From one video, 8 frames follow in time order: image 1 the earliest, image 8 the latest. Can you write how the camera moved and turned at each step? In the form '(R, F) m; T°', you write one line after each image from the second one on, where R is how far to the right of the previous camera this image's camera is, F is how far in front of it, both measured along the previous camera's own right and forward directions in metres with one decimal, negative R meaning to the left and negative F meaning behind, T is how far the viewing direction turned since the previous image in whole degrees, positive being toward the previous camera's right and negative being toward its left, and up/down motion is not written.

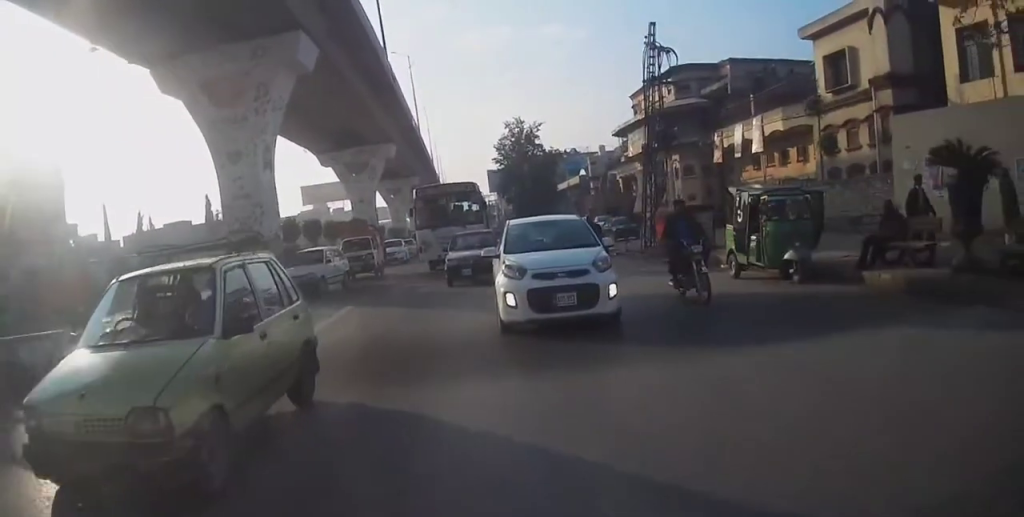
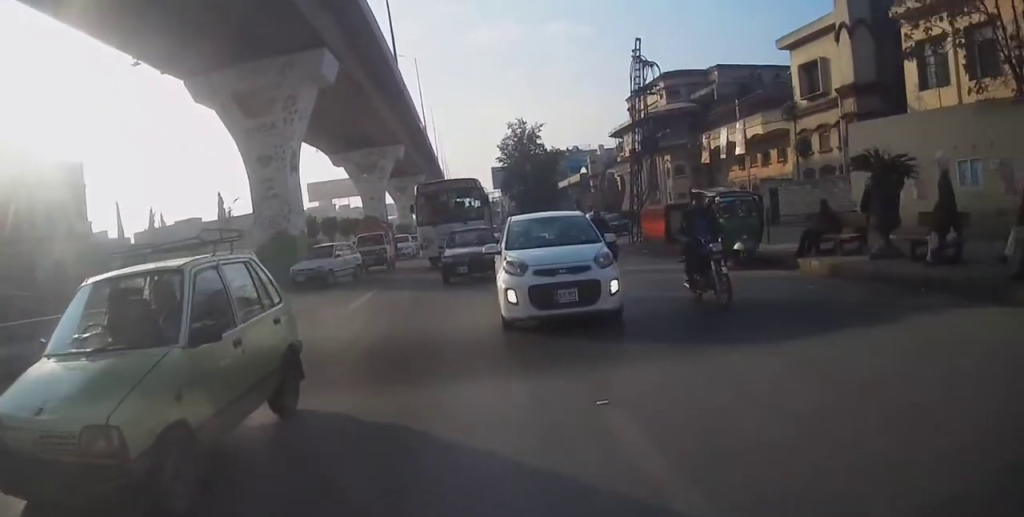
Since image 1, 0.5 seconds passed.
(-0.1, +2.8) m; +2°
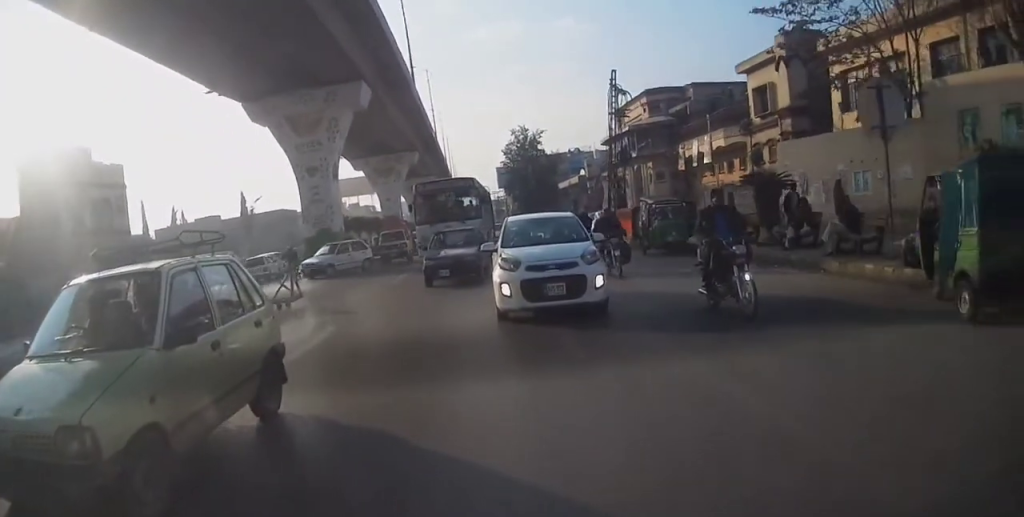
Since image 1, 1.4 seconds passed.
(+0.4, +6.0) m; +1°
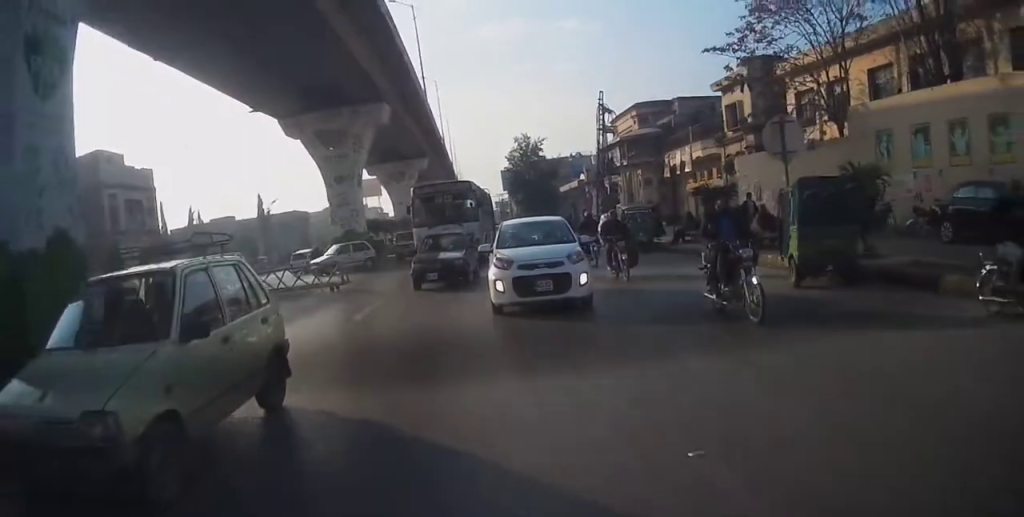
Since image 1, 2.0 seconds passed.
(-0.1, +4.6) m; 0°
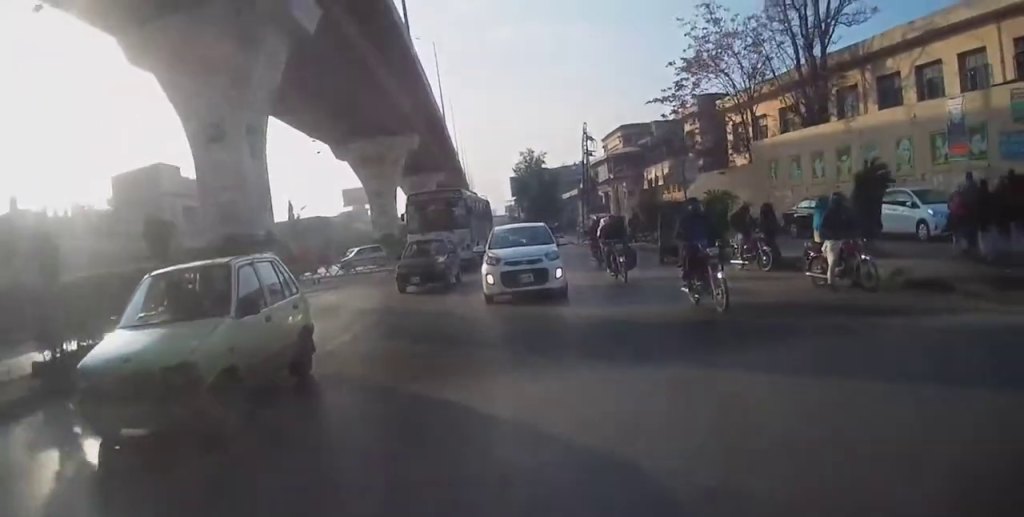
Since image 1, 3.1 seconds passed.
(+0.1, +8.9) m; 0°
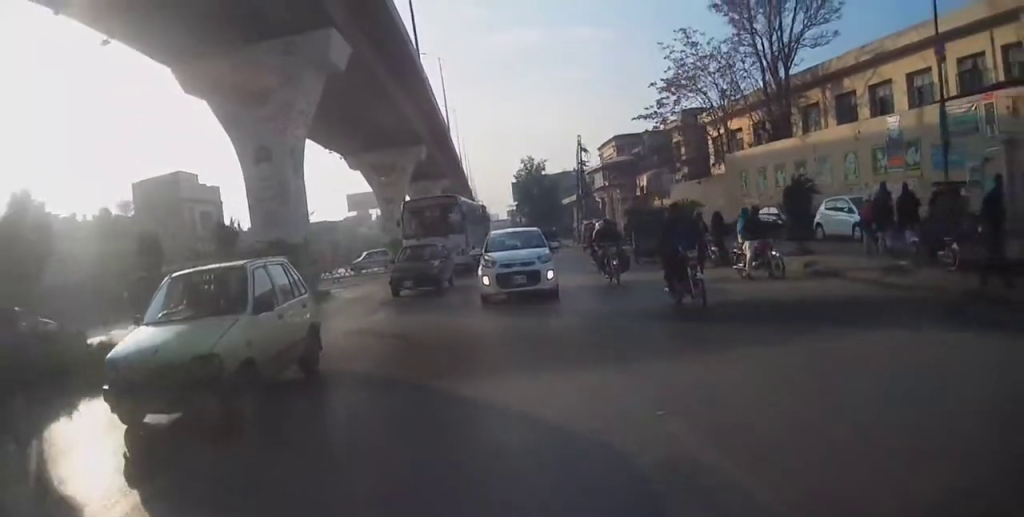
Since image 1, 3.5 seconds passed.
(+0.2, +3.4) m; 0°
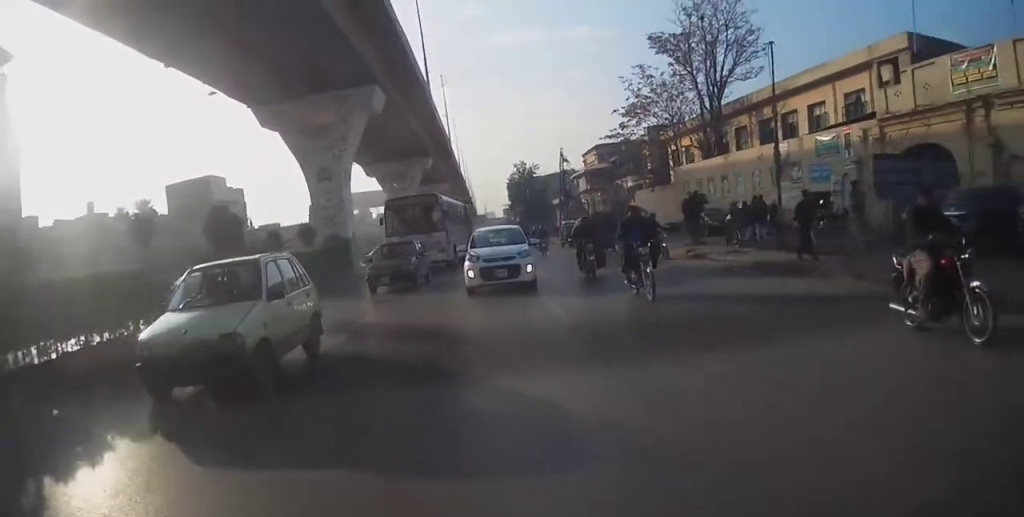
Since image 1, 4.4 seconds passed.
(-0.4, +8.6) m; -2°
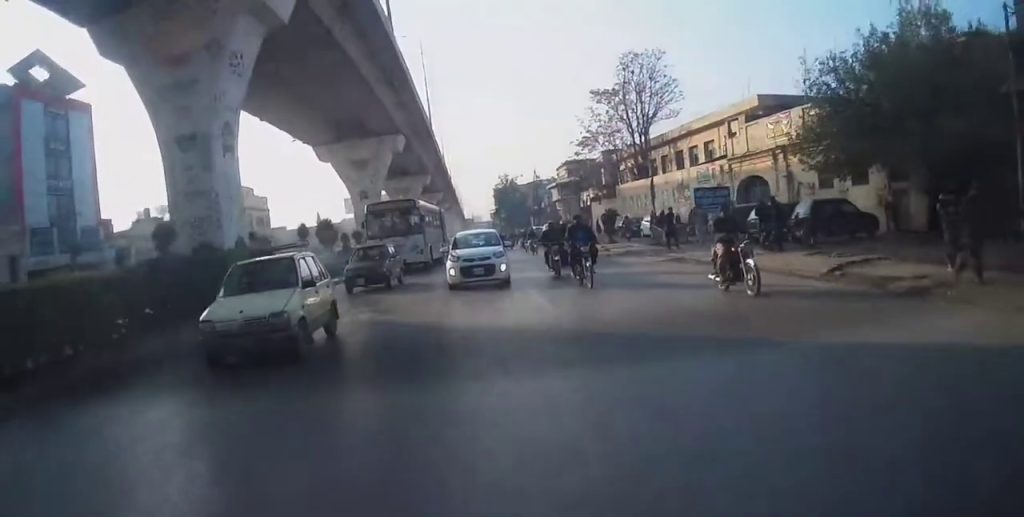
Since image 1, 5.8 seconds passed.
(+0.1, +13.3) m; 0°
